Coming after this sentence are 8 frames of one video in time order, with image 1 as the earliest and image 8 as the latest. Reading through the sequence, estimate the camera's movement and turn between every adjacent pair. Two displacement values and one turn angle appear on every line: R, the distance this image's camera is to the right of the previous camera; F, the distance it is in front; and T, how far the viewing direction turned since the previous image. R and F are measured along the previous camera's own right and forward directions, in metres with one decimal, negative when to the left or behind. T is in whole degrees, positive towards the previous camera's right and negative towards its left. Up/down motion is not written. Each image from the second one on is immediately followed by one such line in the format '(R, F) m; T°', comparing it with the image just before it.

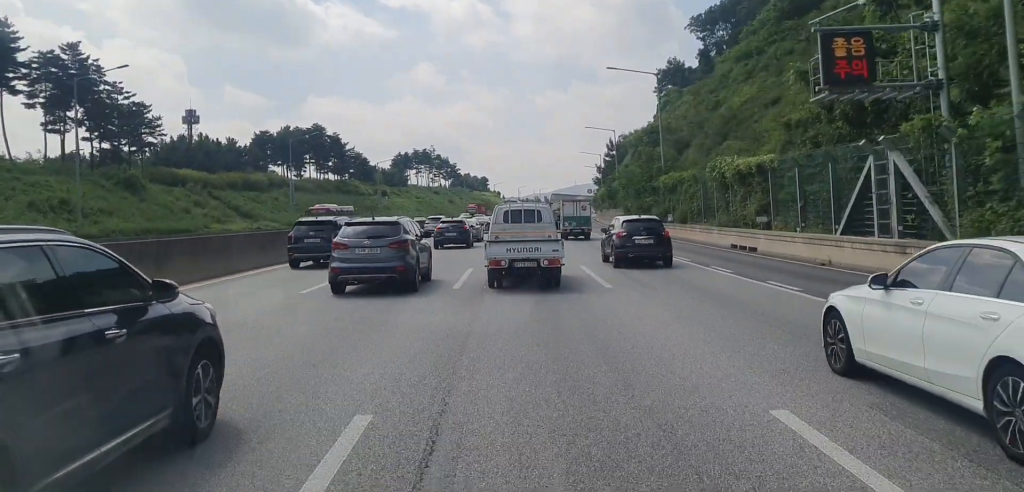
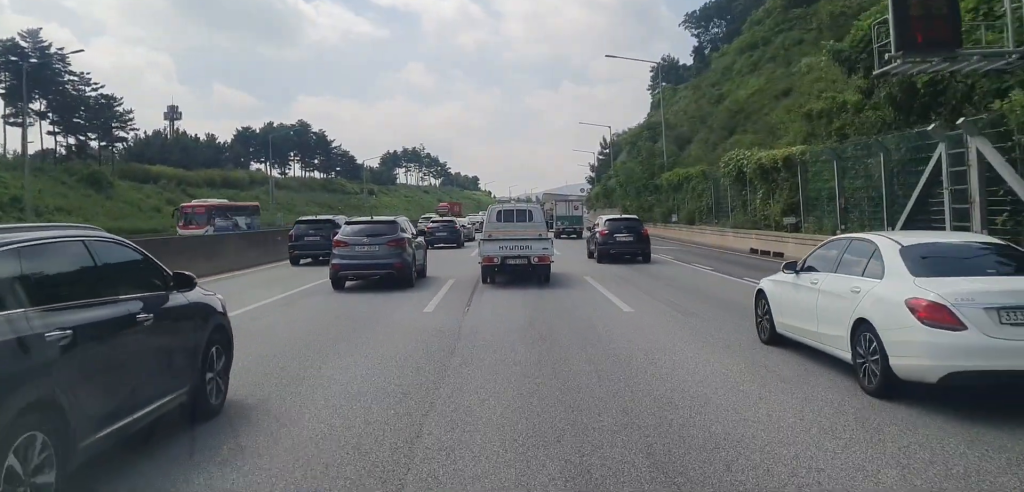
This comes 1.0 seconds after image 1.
(-0.1, +4.2) m; -2°
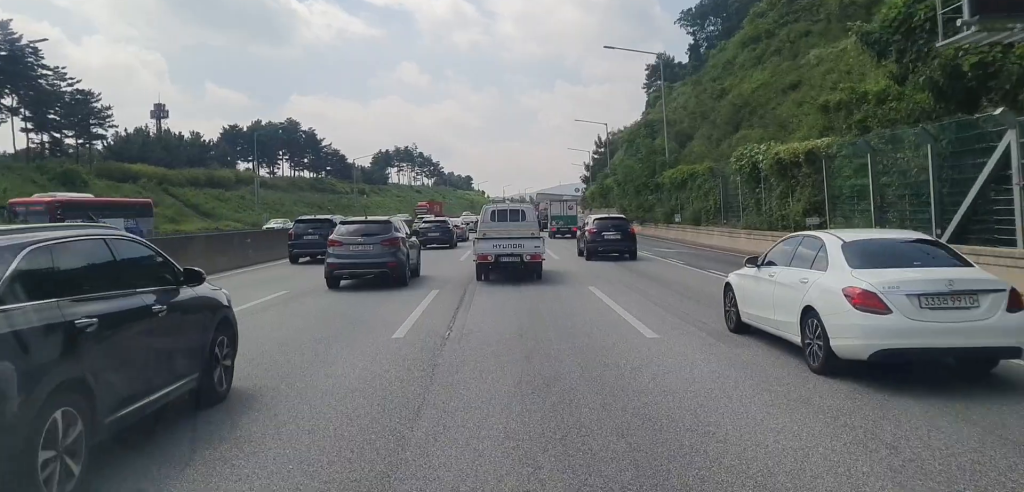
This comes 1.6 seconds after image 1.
(+0.1, +2.8) m; -2°
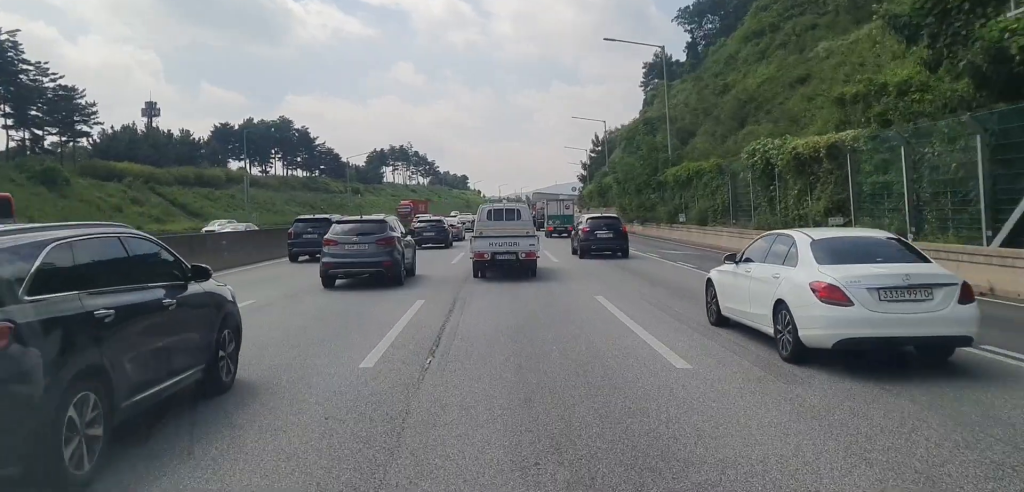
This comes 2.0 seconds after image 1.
(-0.2, +2.2) m; 0°
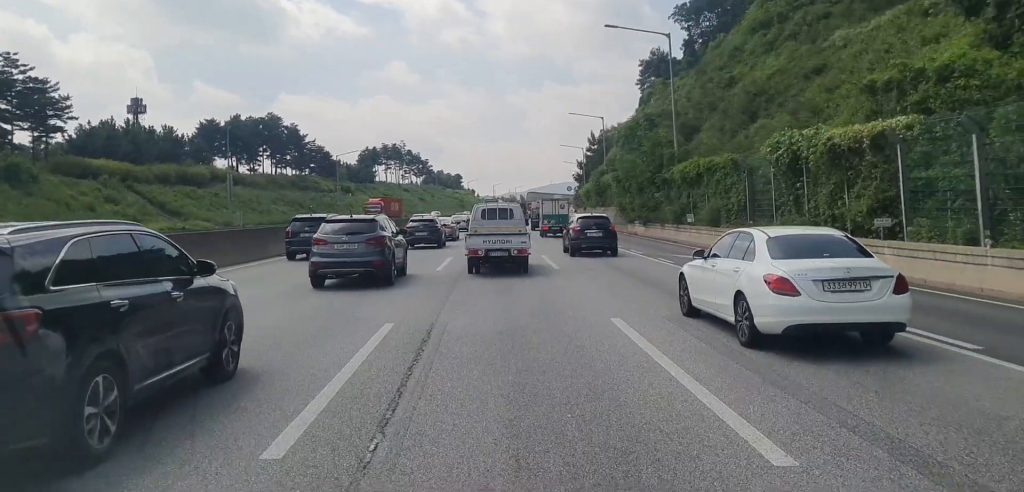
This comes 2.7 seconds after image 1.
(-0.2, +3.3) m; +1°
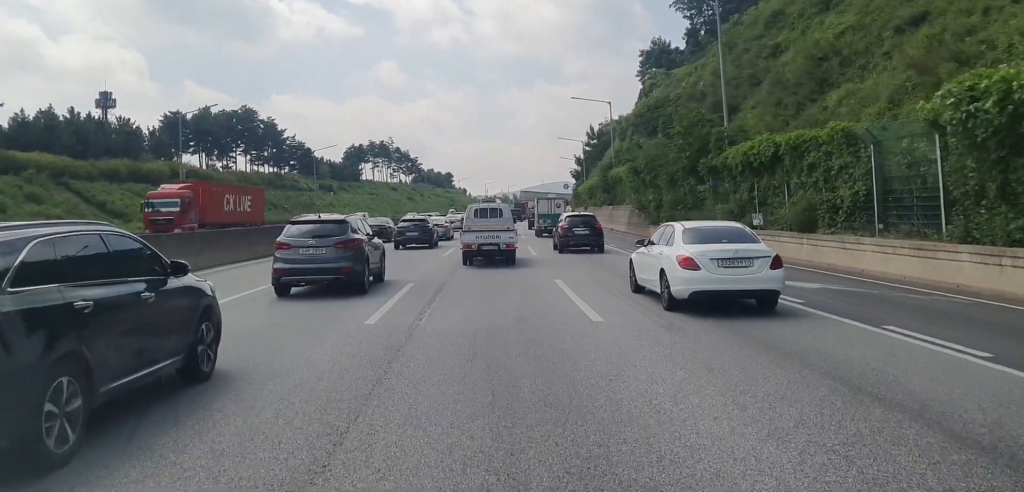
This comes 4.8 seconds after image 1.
(+0.6, +11.2) m; 0°
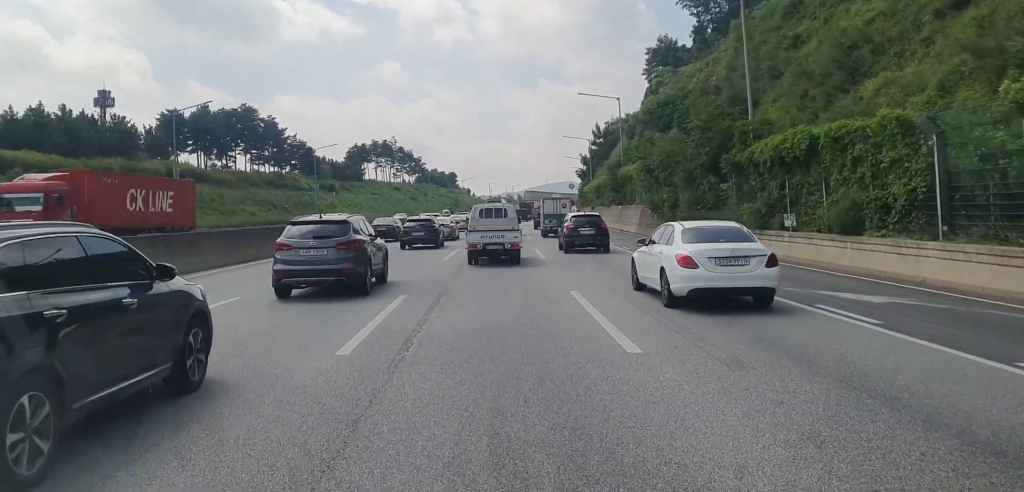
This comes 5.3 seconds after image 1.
(-0.2, +2.6) m; 0°
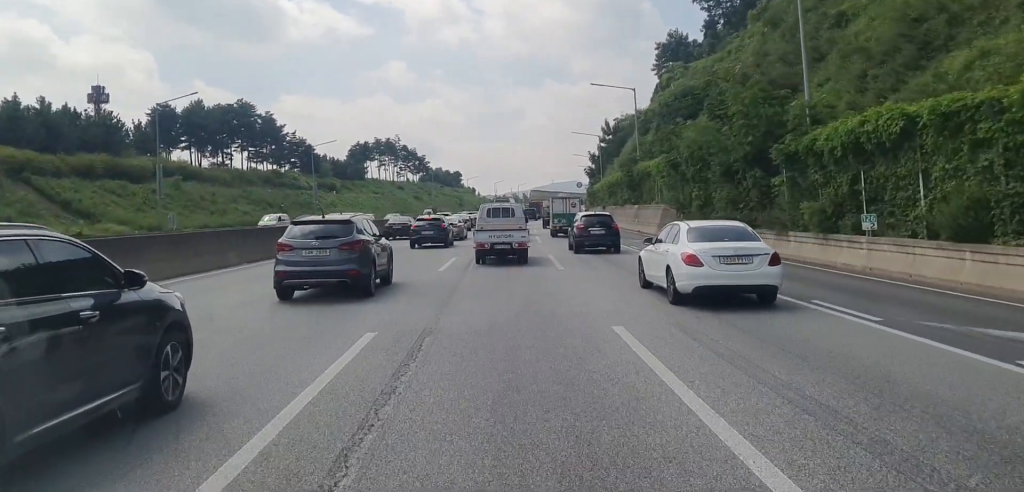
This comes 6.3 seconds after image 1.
(+0.2, +5.0) m; +2°
